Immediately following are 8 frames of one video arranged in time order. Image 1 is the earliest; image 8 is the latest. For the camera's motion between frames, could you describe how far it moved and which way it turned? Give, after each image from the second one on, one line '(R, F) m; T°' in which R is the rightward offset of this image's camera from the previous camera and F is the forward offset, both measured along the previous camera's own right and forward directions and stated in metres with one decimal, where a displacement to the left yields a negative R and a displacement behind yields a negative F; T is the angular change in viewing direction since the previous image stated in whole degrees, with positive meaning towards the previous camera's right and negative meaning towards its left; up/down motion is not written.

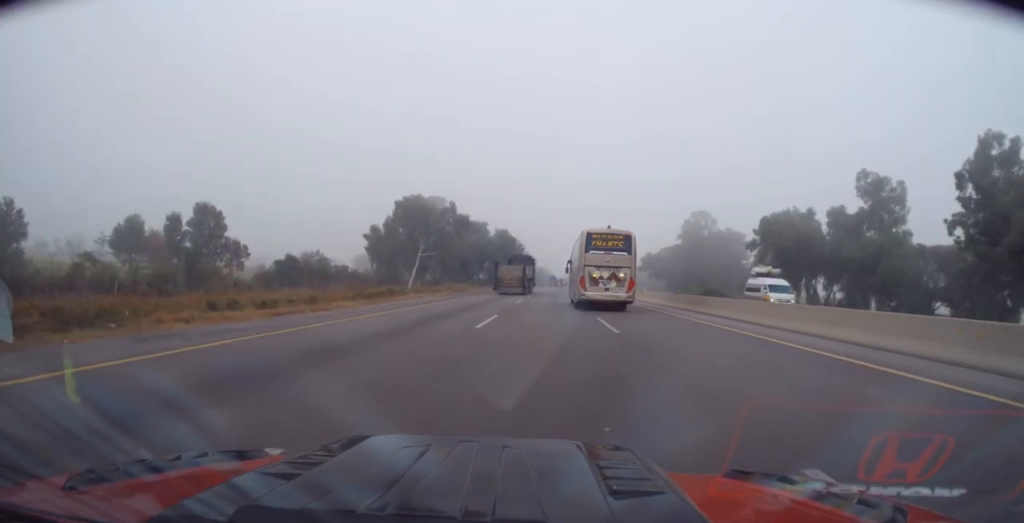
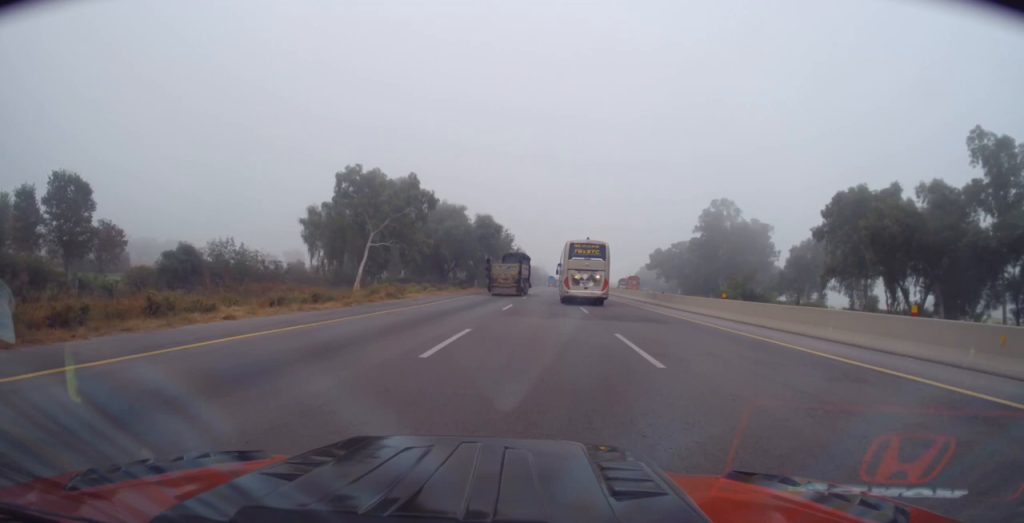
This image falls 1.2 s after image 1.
(+0.1, +24.4) m; +1°
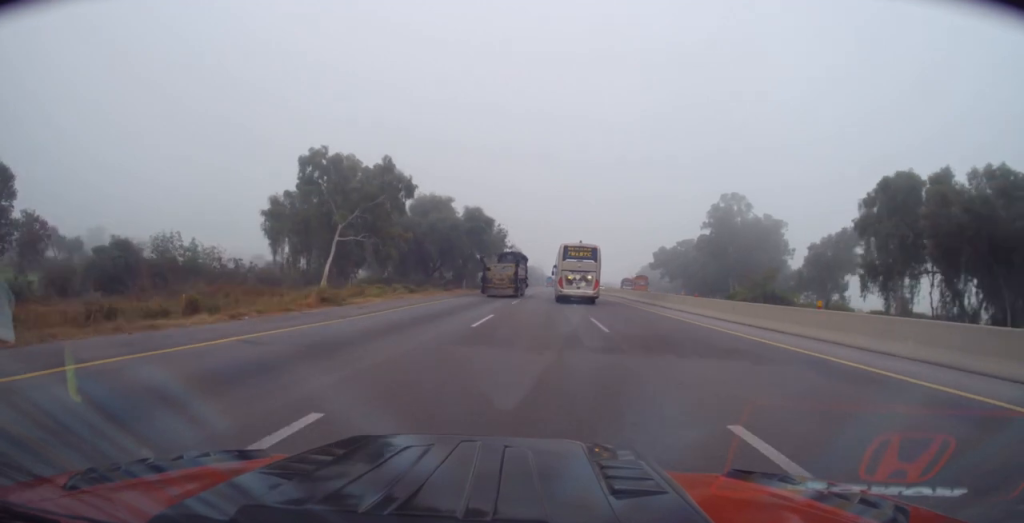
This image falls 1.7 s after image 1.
(+0.3, +10.0) m; 0°
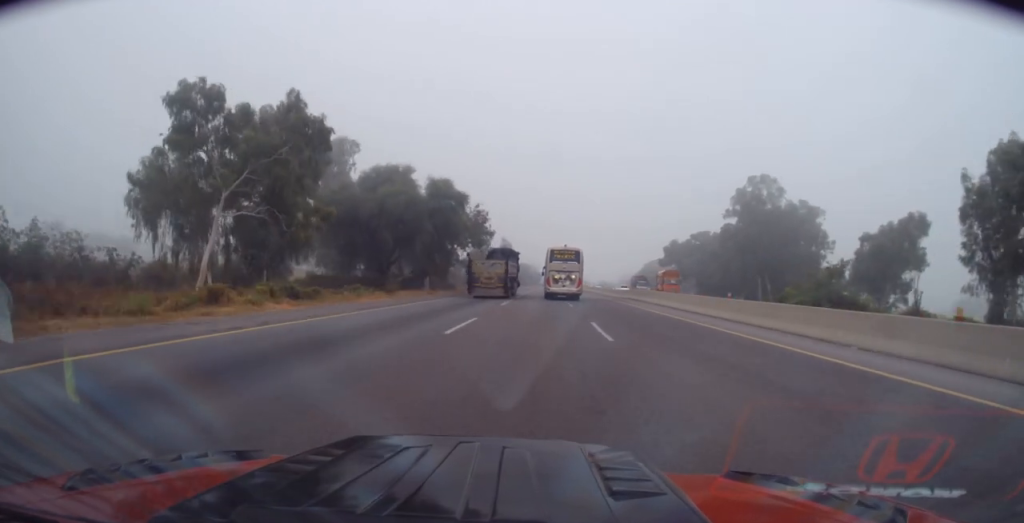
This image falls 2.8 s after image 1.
(-0.1, +21.3) m; -1°
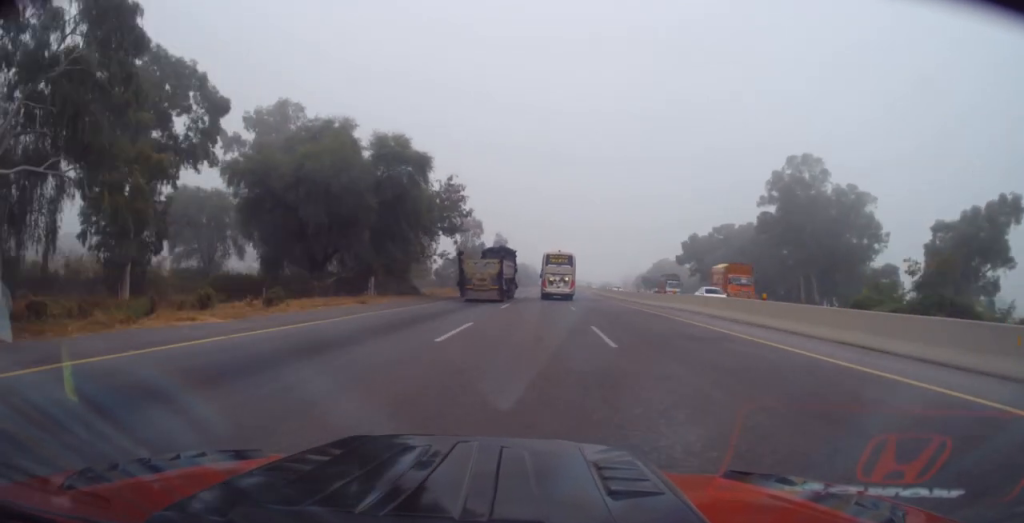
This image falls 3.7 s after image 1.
(-0.1, +18.8) m; 0°
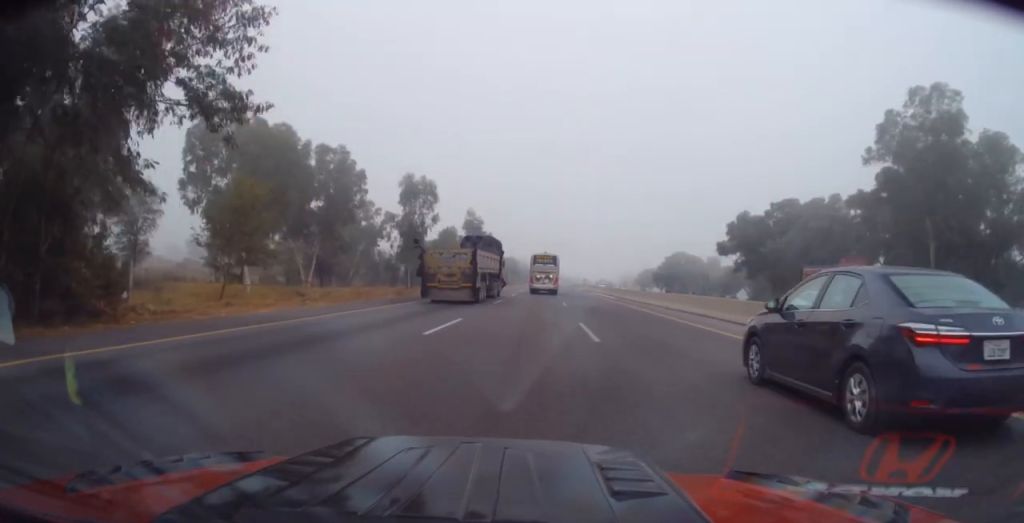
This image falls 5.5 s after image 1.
(+0.4, +35.6) m; 0°
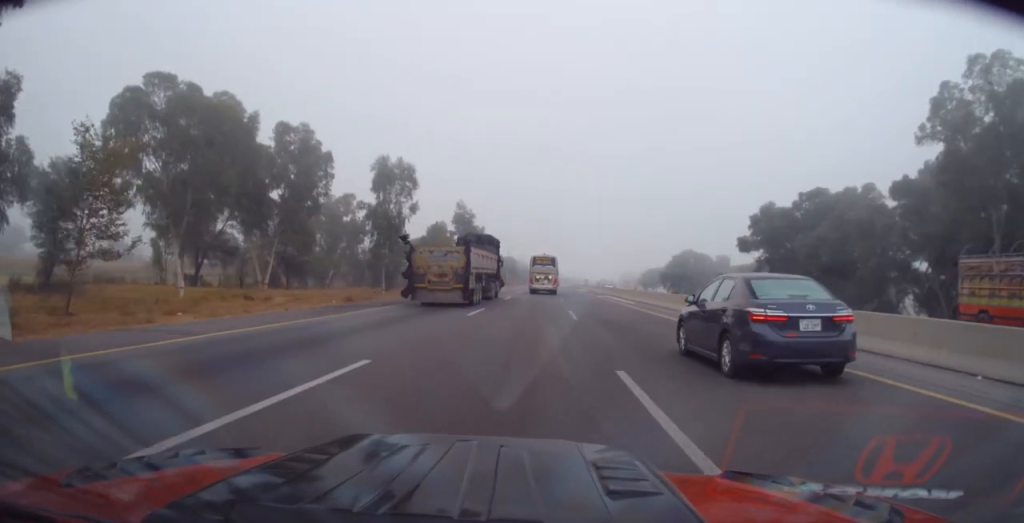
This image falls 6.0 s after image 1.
(-0.1, +10.1) m; -1°
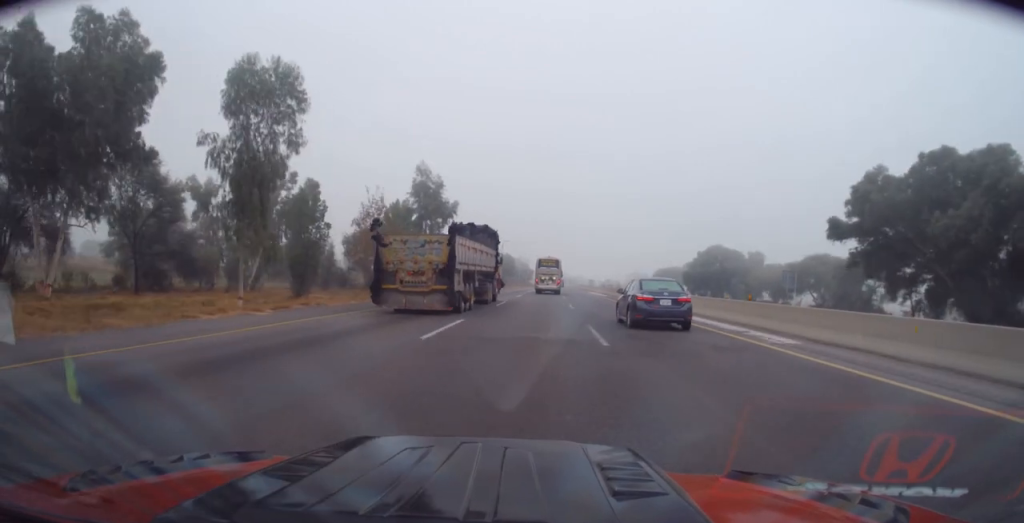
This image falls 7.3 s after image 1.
(+0.1, +26.5) m; +1°
